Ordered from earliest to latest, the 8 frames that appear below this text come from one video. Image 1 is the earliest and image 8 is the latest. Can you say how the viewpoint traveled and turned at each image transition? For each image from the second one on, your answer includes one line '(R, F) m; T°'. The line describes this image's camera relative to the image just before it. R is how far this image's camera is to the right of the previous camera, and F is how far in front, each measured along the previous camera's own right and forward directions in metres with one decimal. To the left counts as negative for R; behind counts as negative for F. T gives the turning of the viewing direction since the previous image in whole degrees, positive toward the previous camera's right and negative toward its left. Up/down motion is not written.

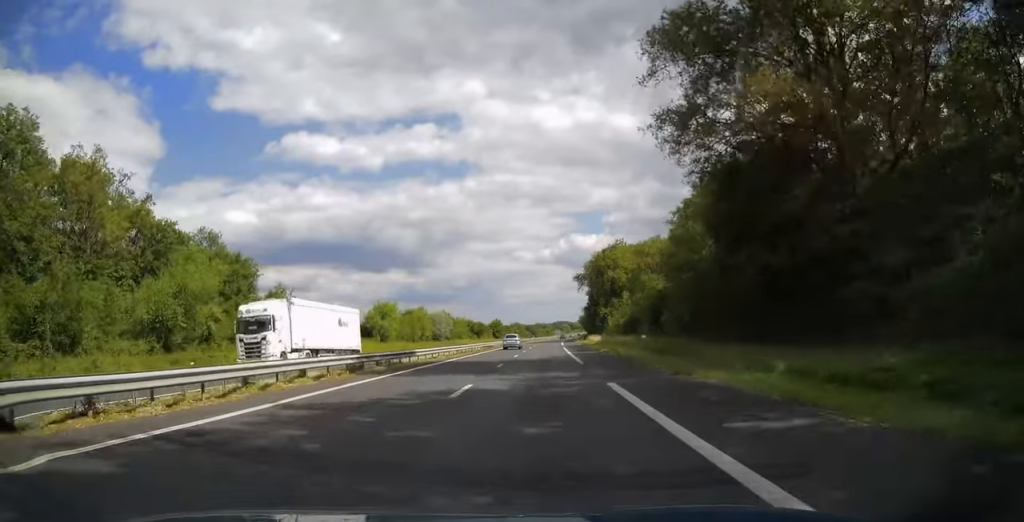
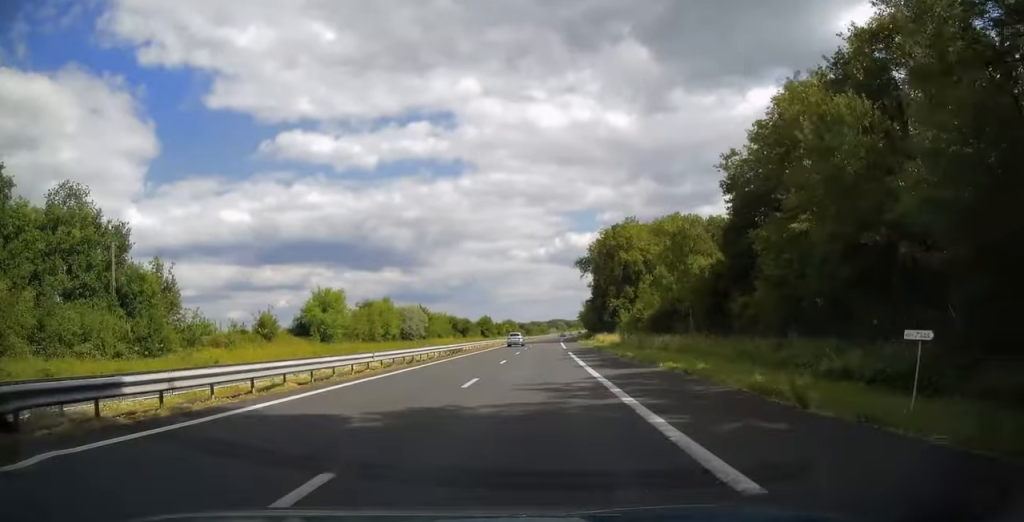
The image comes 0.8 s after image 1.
(+0.2, +24.0) m; +1°
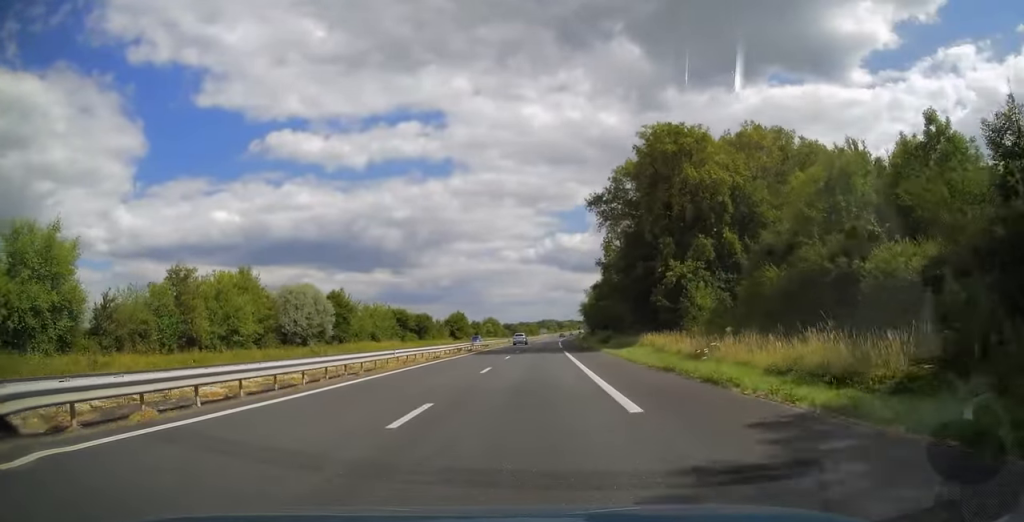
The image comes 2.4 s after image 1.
(+0.2, +46.6) m; +1°
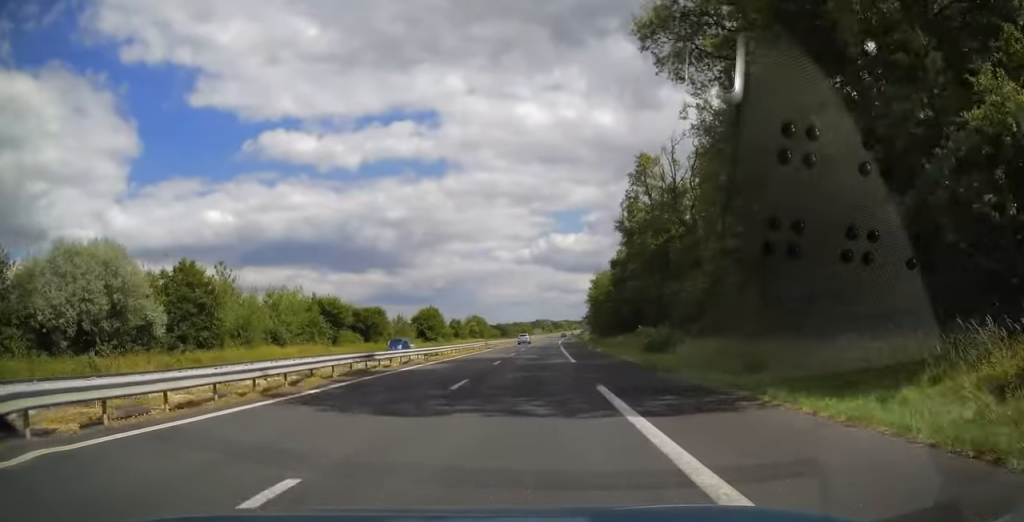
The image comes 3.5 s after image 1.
(+0.3, +32.9) m; +1°
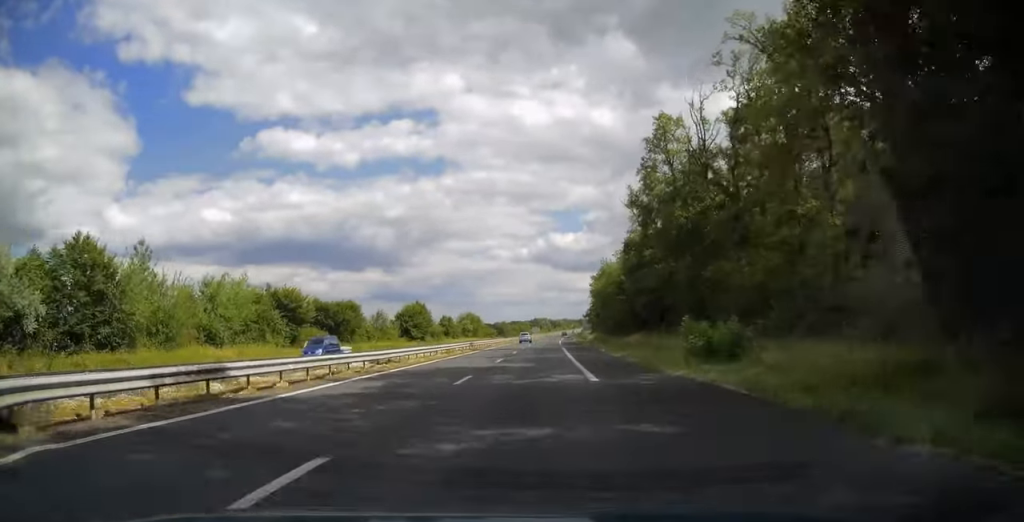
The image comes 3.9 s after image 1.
(0.0, +12.3) m; 0°
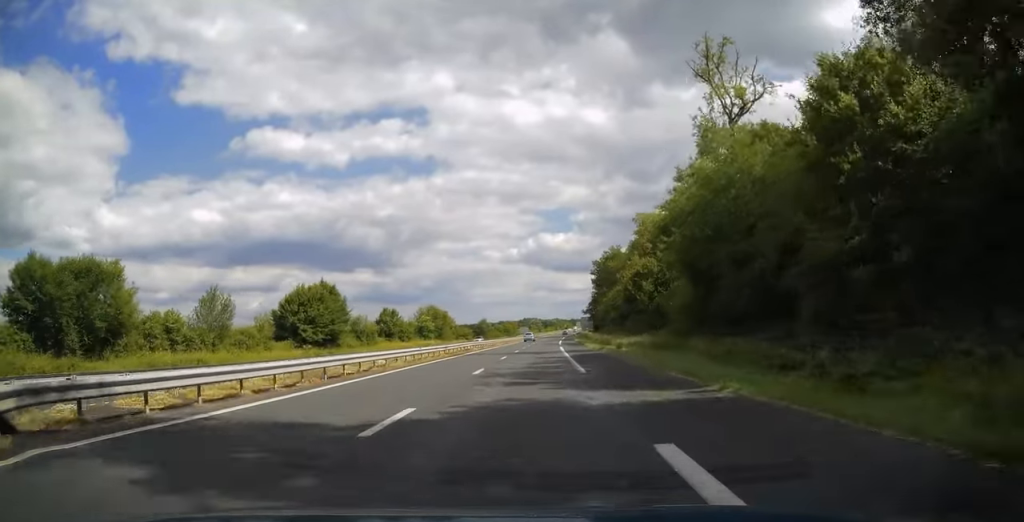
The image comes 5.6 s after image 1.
(+0.4, +48.2) m; +1°
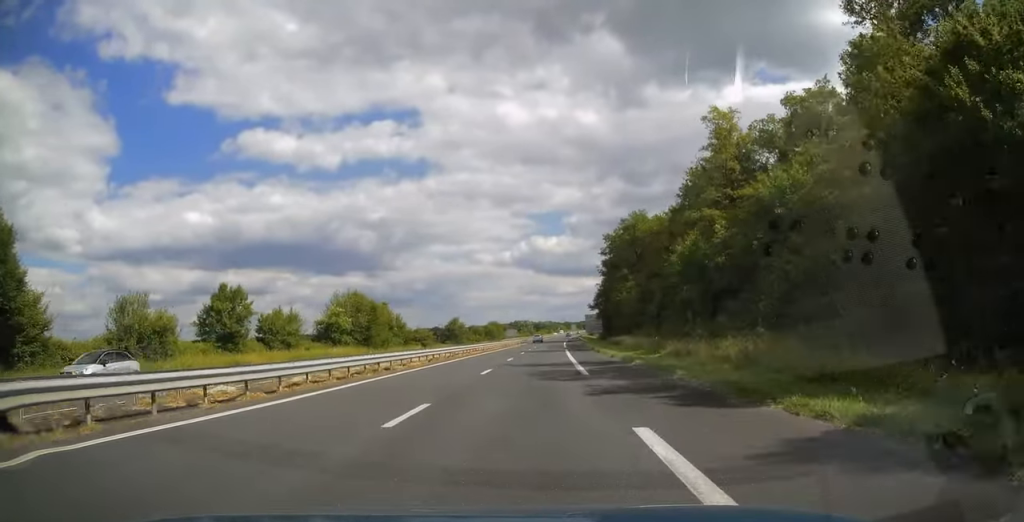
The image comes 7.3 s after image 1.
(+0.2, +51.6) m; 0°
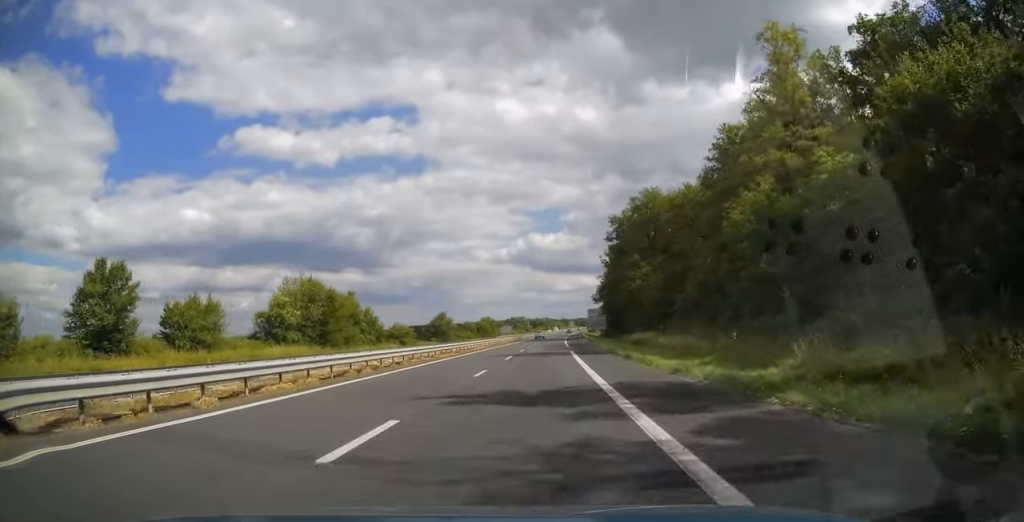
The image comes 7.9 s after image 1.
(+0.1, +16.2) m; 0°
